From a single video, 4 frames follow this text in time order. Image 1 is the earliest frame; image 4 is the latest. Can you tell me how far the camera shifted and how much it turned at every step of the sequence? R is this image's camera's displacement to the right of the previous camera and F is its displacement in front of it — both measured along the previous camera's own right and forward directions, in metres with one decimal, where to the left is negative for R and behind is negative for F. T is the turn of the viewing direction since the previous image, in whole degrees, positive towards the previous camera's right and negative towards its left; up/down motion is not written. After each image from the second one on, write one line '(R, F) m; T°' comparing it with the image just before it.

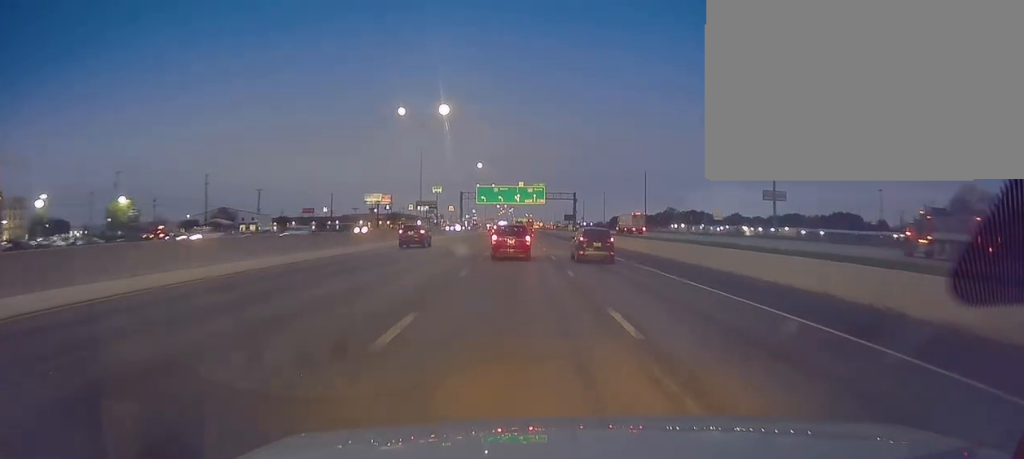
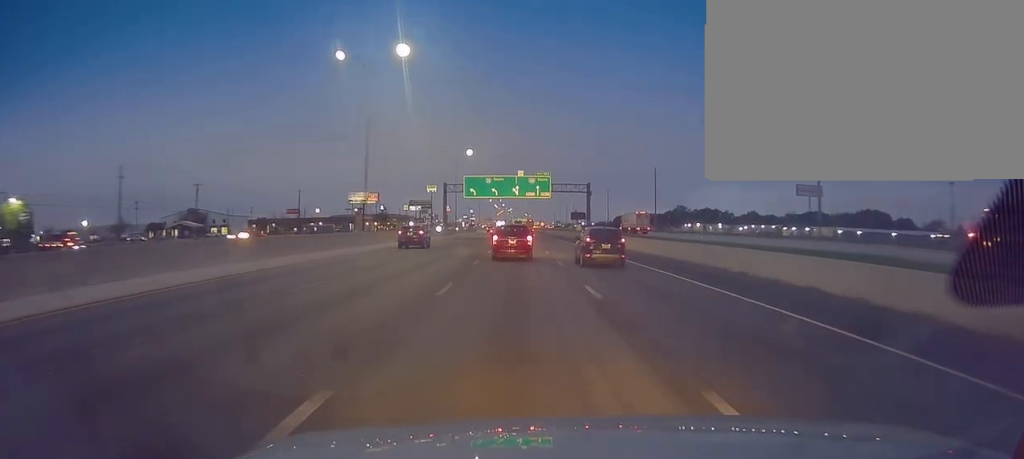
(+0.4, +31.0) m; +1°
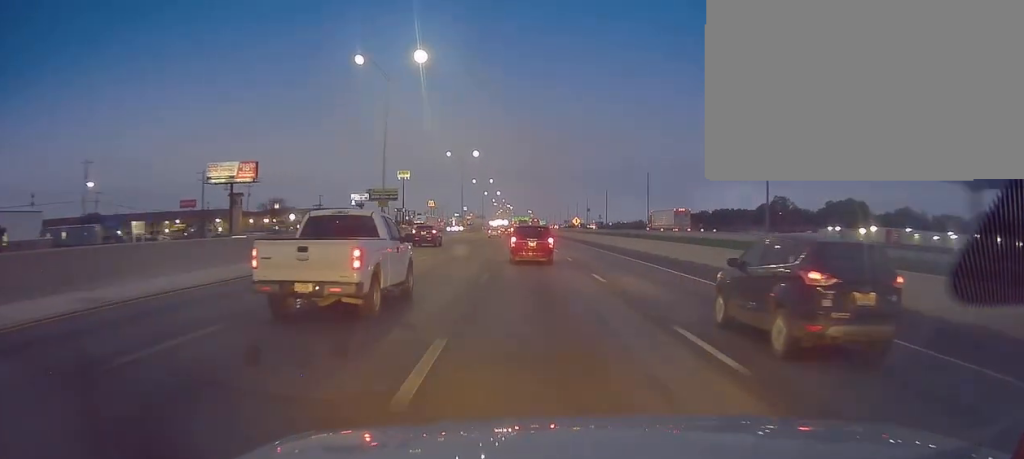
(-1.4, +153.4) m; -1°
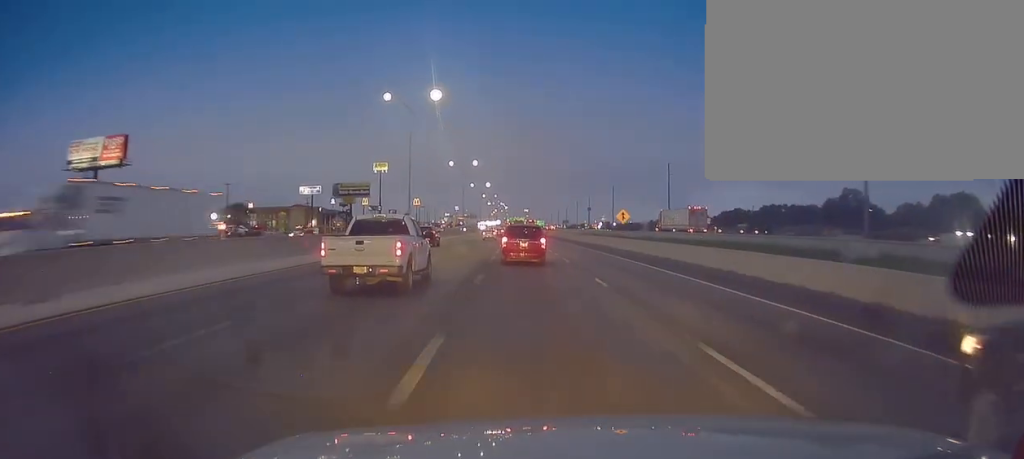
(0.0, +61.4) m; +1°
